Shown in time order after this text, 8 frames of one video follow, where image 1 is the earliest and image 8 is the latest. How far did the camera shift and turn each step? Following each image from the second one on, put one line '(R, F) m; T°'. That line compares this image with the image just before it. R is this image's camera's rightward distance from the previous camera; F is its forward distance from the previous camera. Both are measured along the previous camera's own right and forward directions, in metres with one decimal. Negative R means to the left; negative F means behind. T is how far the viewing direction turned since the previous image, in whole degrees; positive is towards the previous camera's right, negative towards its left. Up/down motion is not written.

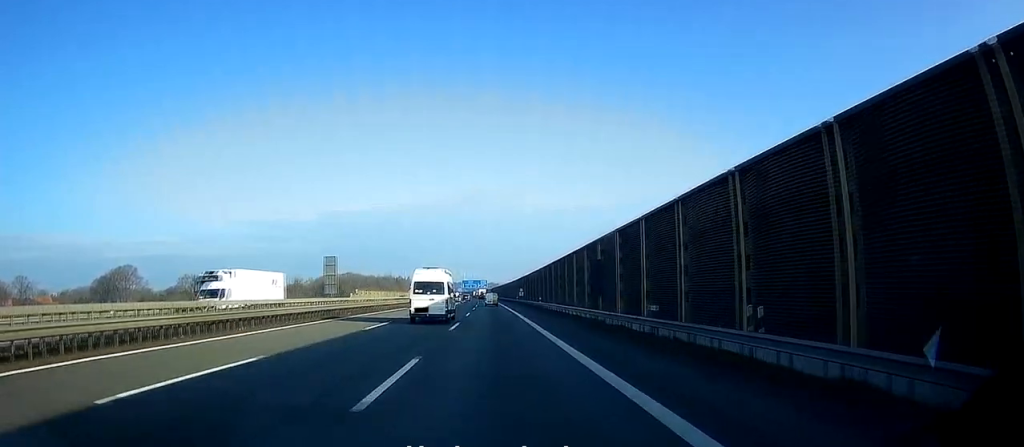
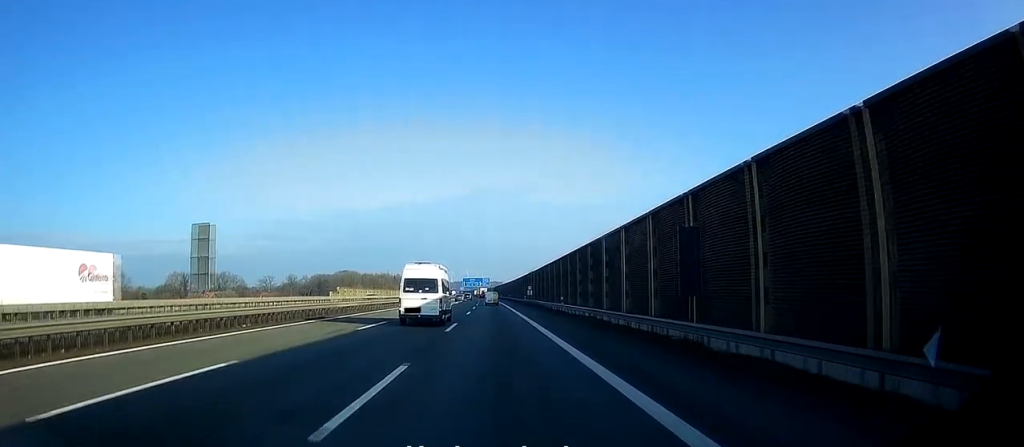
(+0.1, +19.6) m; 0°
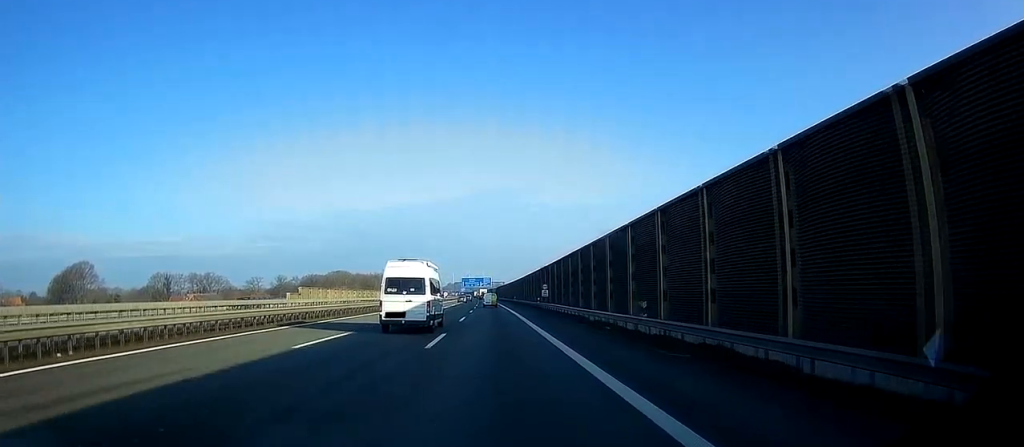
(-0.3, +26.6) m; 0°
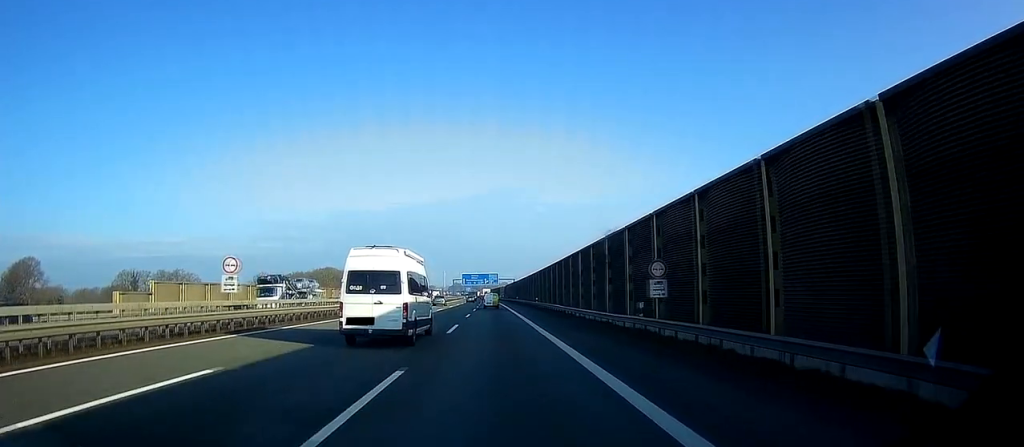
(-0.1, +49.4) m; 0°
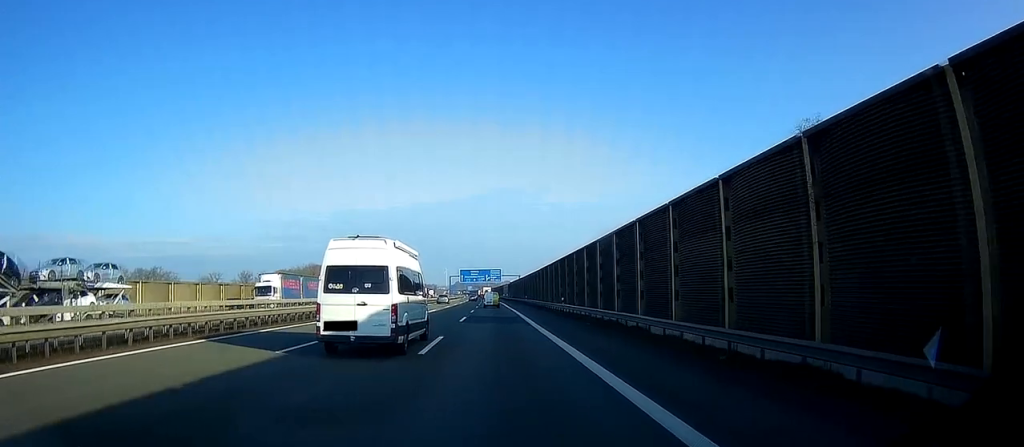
(+0.2, +28.1) m; 0°
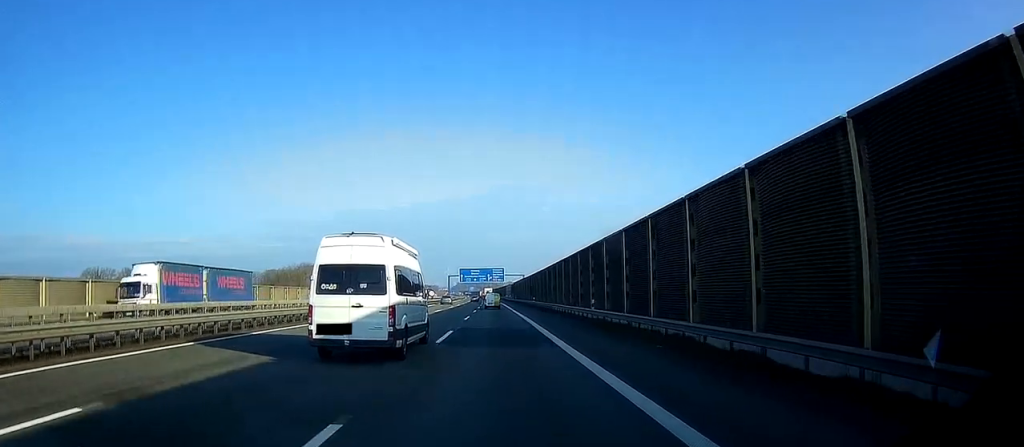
(-0.1, +15.0) m; 0°
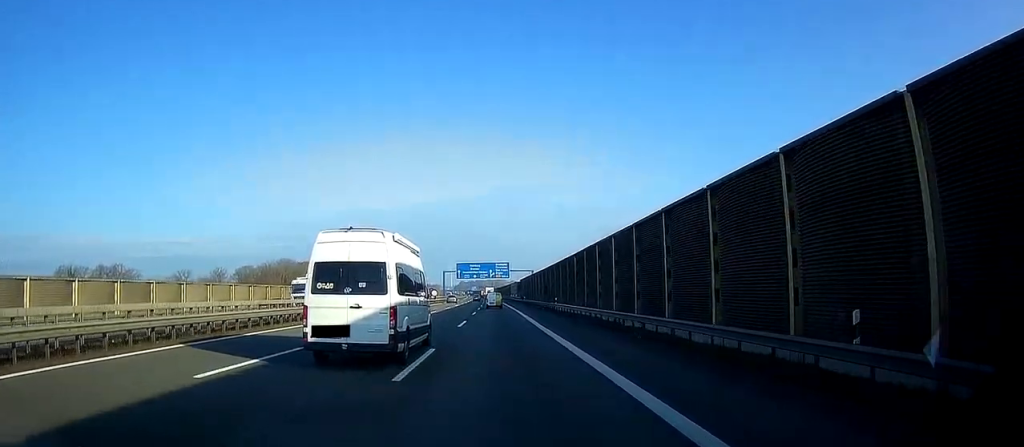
(-0.2, +28.5) m; -1°
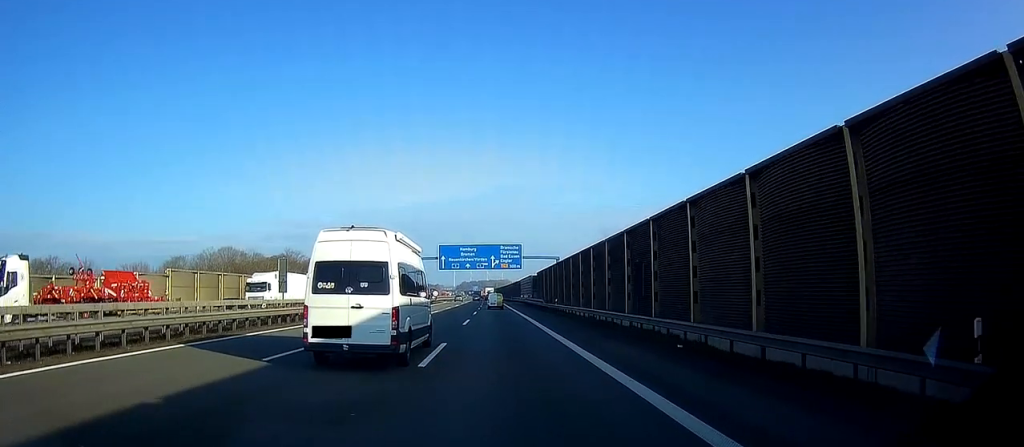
(-0.2, +54.7) m; 0°
